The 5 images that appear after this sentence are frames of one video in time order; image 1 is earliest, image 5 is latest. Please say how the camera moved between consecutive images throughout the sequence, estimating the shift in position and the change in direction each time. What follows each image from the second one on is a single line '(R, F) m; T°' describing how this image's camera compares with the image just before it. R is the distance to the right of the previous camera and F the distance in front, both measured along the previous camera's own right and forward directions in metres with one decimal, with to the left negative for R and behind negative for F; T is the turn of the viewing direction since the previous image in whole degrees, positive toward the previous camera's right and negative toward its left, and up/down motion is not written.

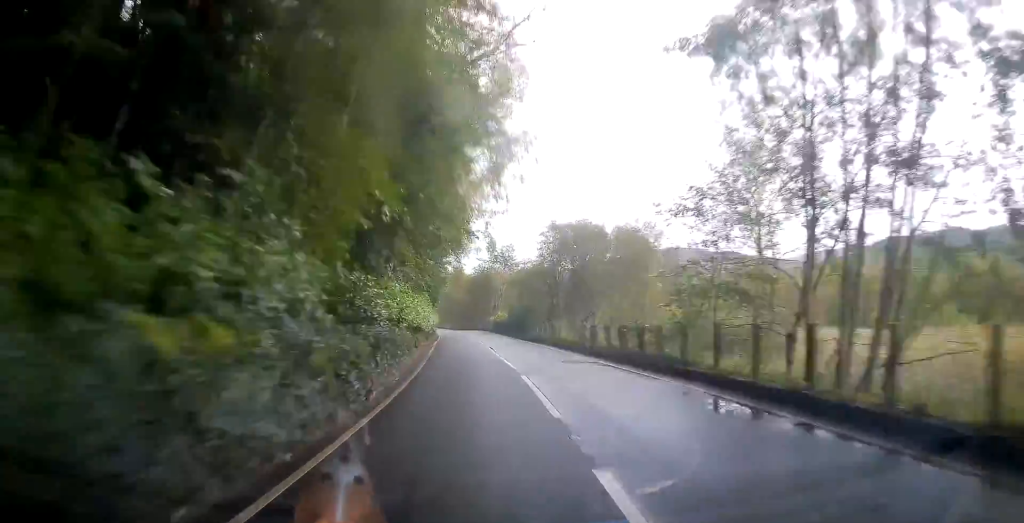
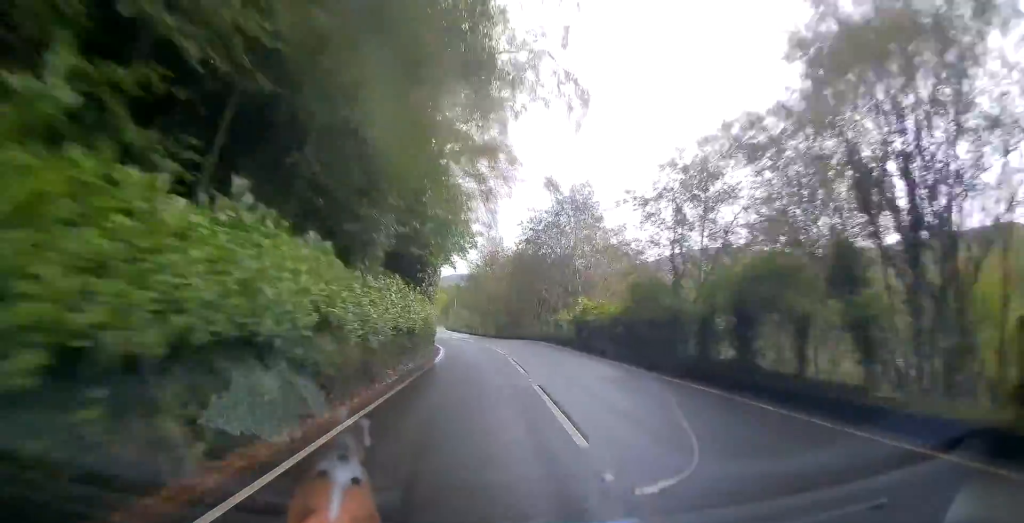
(-1.2, +37.7) m; -4°
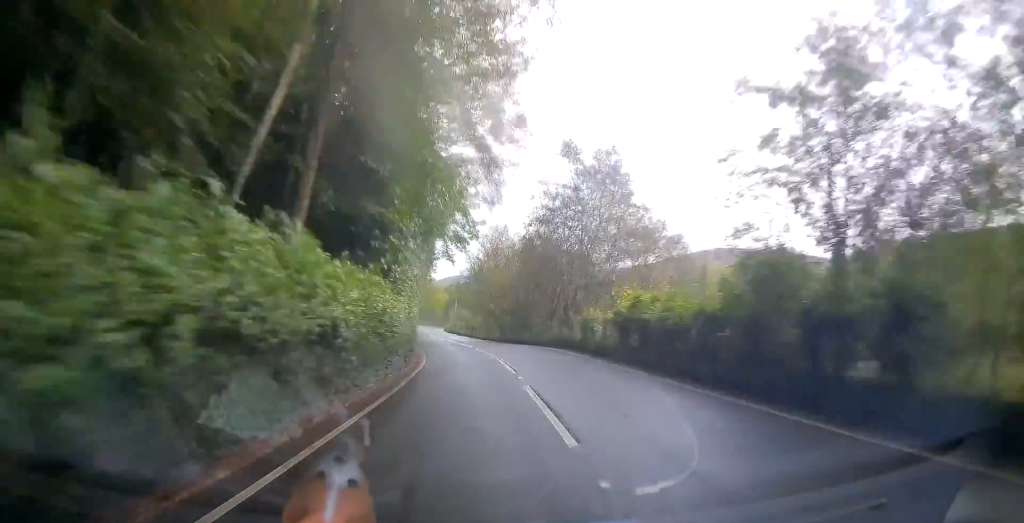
(0.0, +8.9) m; -1°
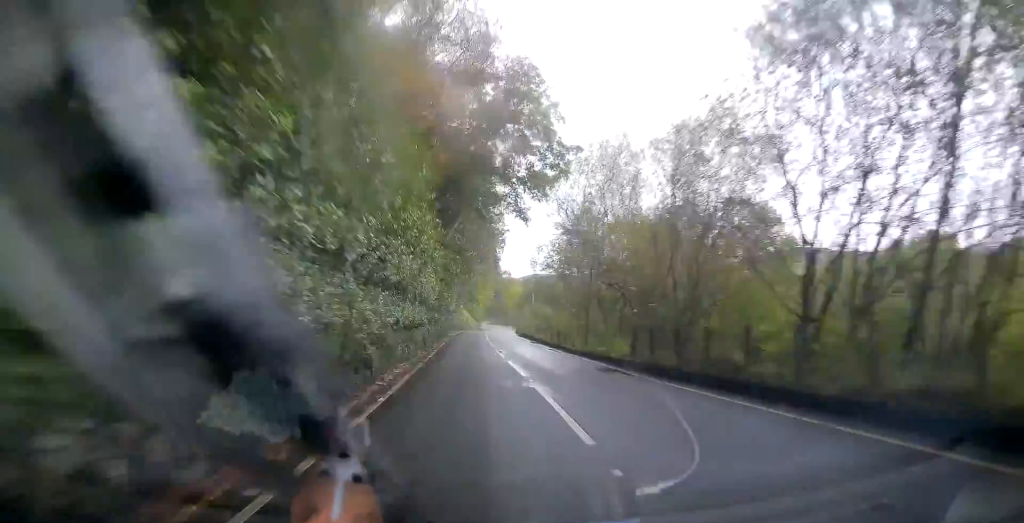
(-0.7, +26.6) m; -5°
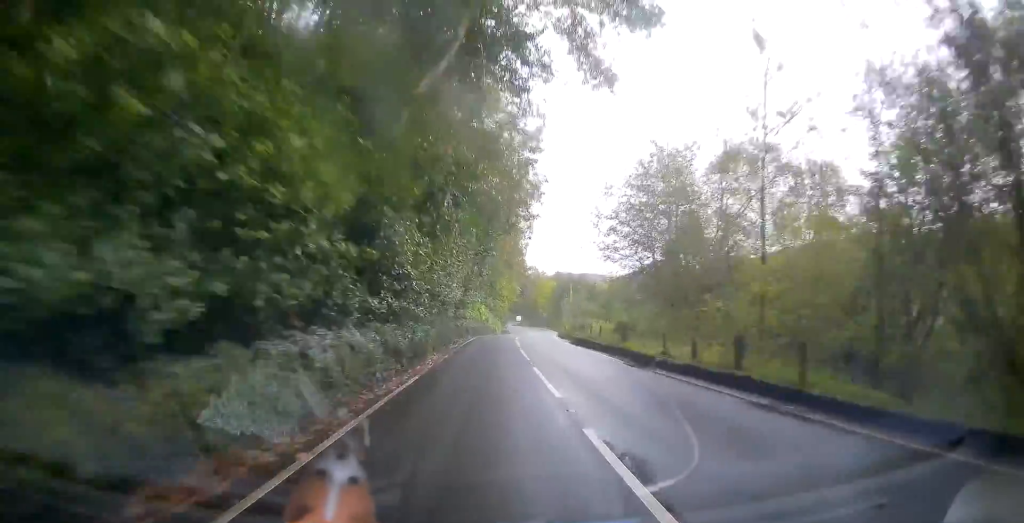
(-1.1, +23.2) m; -3°
